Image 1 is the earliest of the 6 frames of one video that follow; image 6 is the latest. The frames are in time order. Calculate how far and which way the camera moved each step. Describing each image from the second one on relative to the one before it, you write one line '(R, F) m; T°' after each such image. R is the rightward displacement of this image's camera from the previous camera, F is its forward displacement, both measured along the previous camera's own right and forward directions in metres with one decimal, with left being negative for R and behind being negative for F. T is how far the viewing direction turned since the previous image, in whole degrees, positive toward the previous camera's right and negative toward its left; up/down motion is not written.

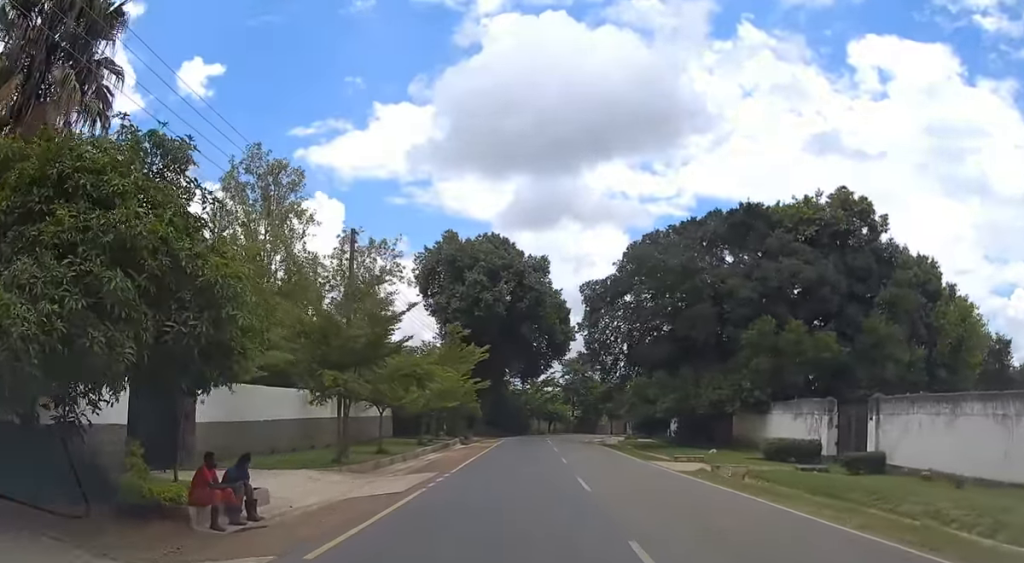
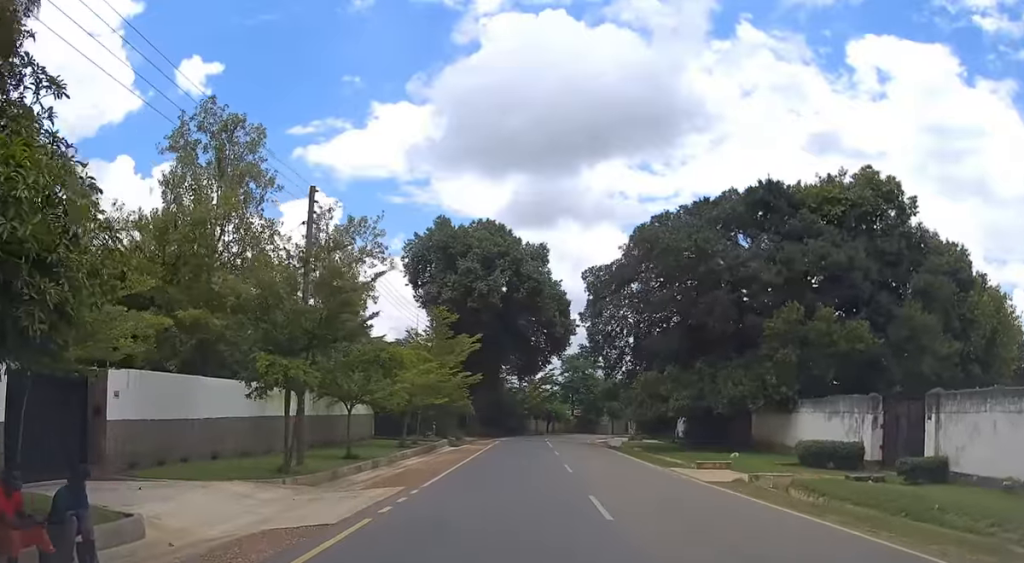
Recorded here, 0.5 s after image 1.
(-0.1, +4.3) m; 0°
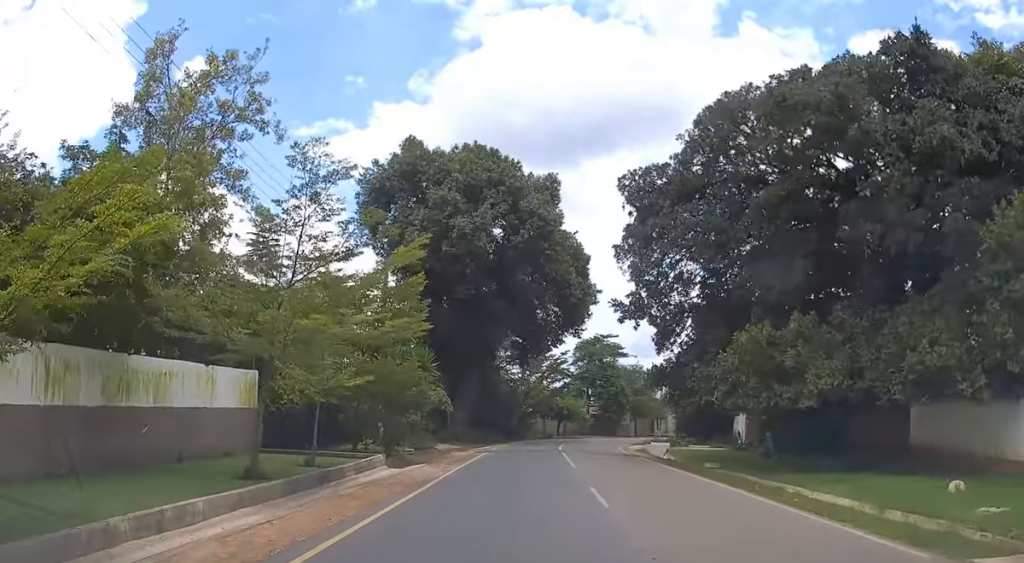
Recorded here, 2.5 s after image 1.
(+0.3, +17.3) m; 0°
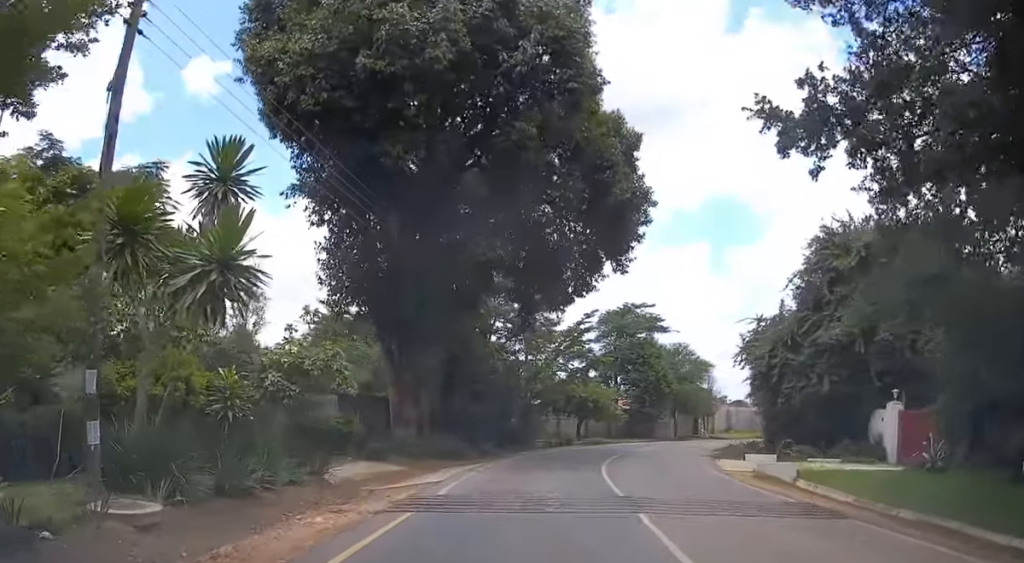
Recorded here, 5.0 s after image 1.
(-0.3, +20.4) m; -1°
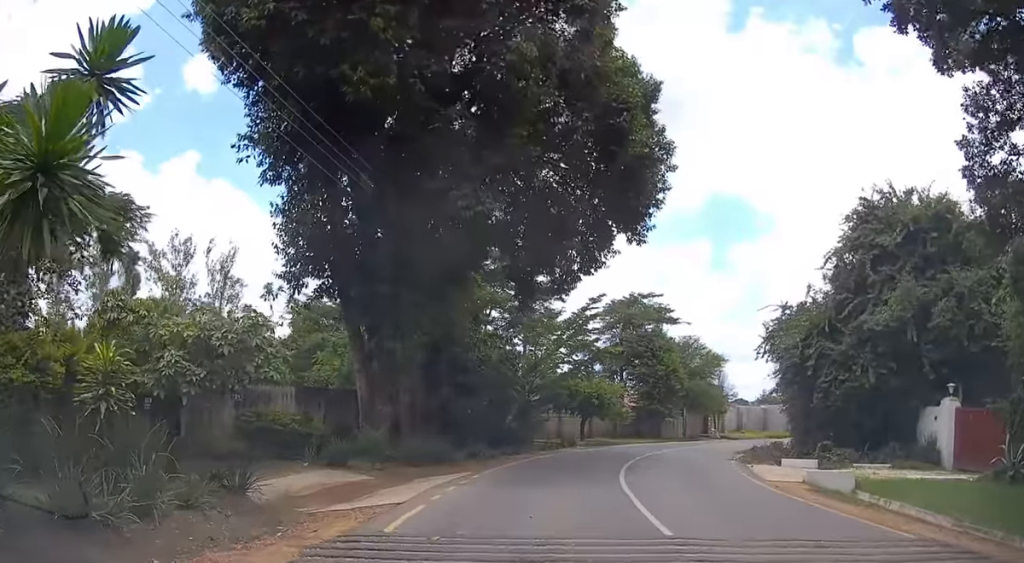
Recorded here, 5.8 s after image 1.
(0.0, +4.9) m; +1°
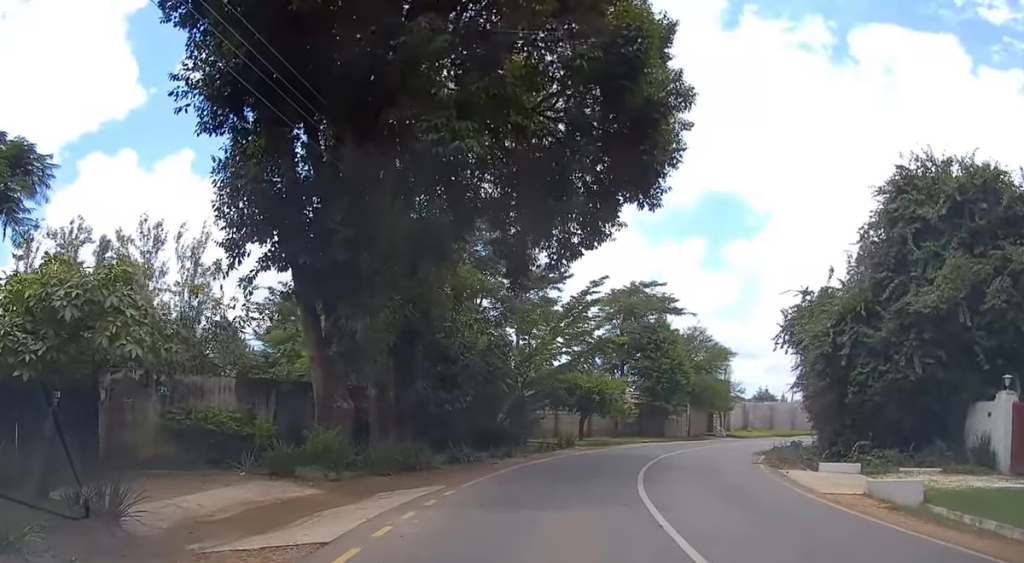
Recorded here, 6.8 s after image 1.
(+0.1, +4.8) m; 0°
